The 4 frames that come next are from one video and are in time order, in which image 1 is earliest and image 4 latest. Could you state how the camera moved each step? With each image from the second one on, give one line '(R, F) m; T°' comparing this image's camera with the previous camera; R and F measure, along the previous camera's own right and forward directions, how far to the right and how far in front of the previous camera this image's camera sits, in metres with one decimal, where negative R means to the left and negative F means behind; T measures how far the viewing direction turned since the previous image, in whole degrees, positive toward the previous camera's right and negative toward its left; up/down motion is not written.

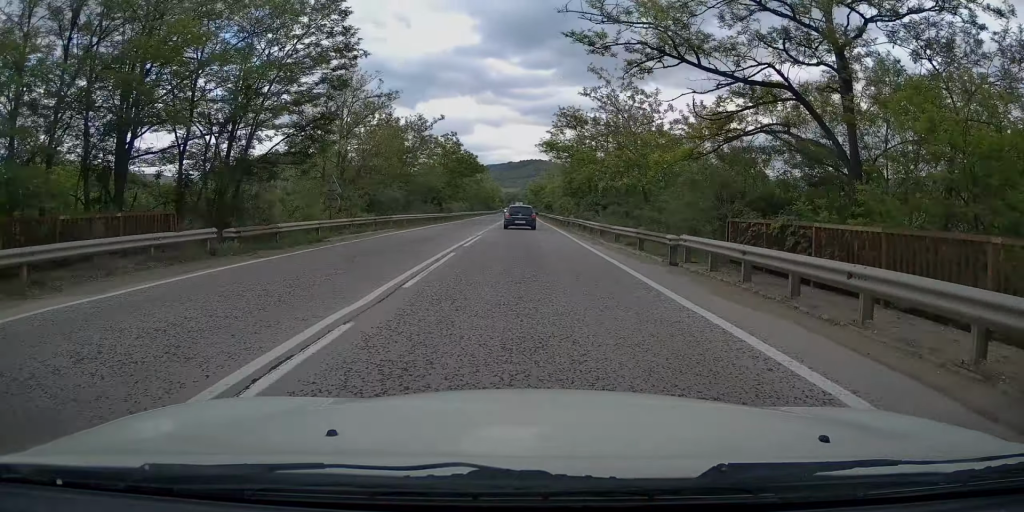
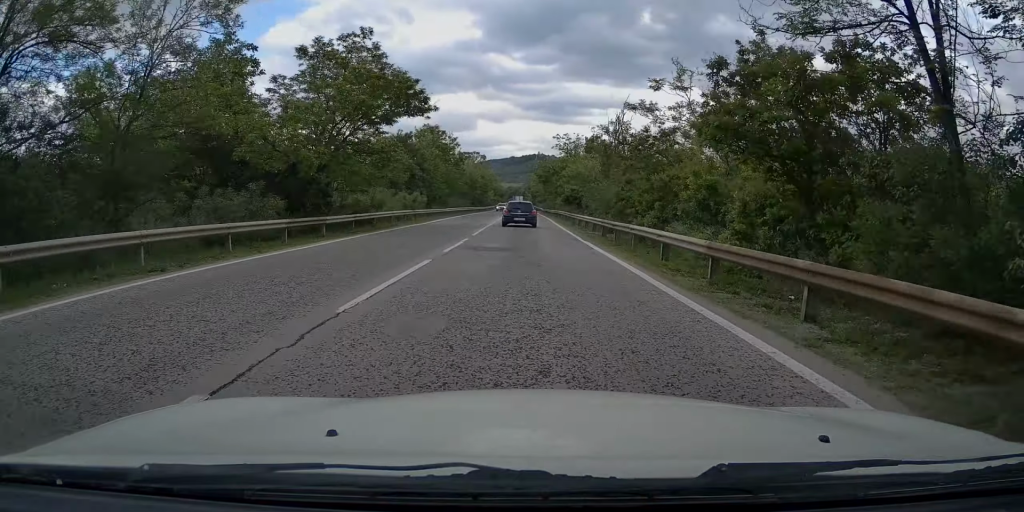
(-0.4, +37.8) m; -1°
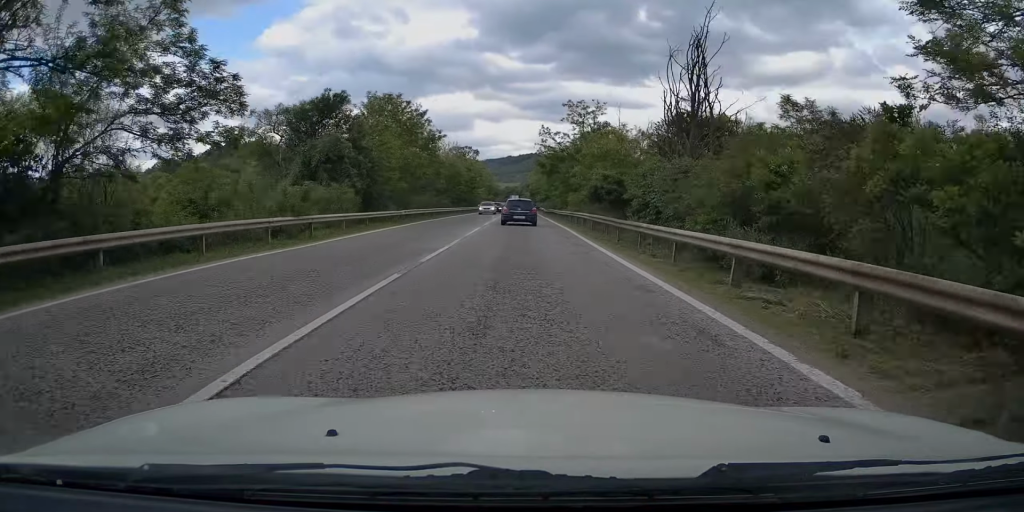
(0.0, +20.2) m; 0°
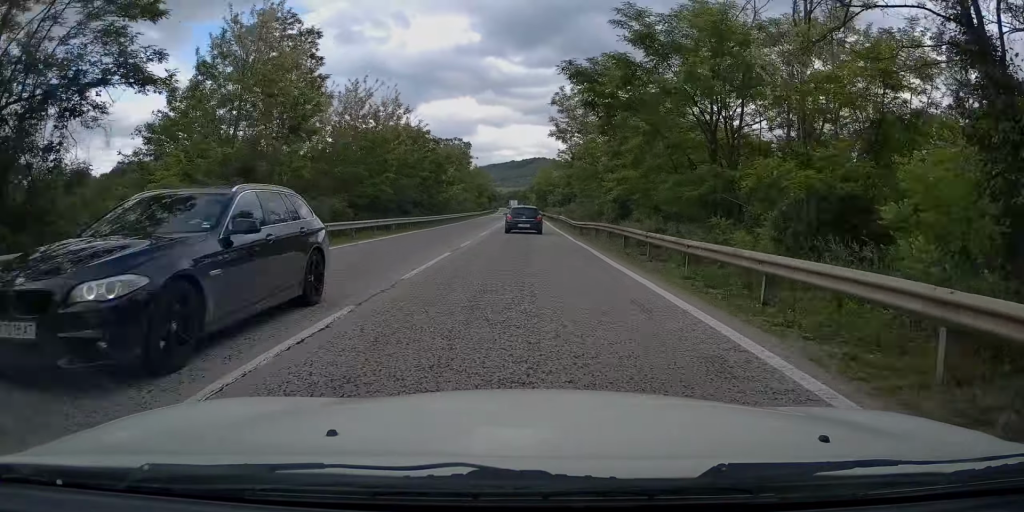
(+0.2, +40.5) m; 0°
